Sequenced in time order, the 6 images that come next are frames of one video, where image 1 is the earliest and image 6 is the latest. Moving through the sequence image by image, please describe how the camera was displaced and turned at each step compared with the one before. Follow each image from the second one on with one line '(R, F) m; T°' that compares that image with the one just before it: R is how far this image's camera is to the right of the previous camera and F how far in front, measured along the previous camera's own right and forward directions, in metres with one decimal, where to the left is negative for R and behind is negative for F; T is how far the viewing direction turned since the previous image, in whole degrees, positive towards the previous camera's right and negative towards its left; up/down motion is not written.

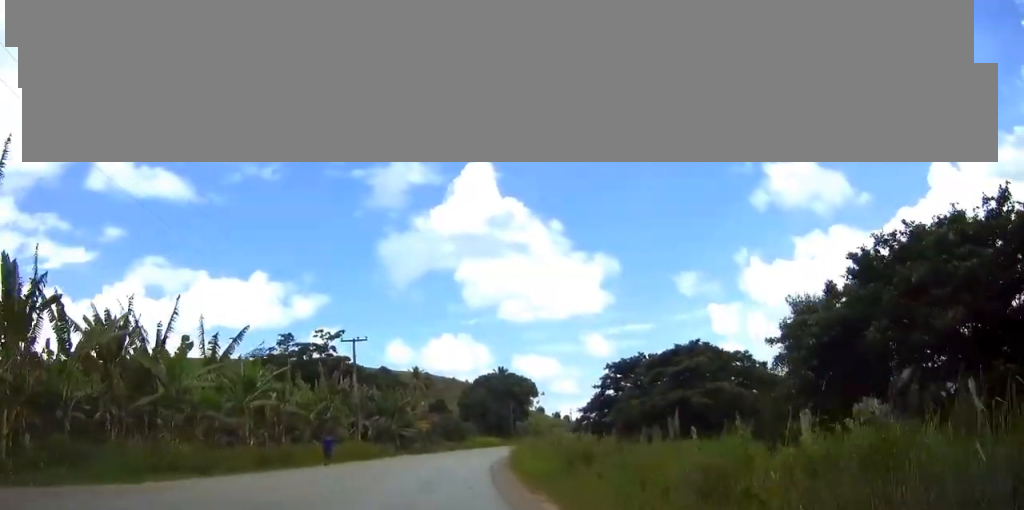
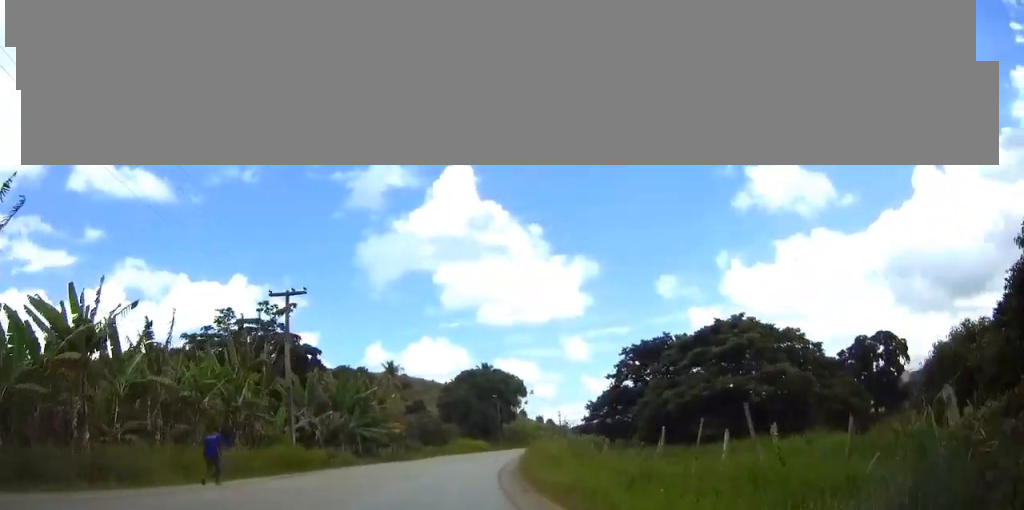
(+0.4, +15.7) m; +2°
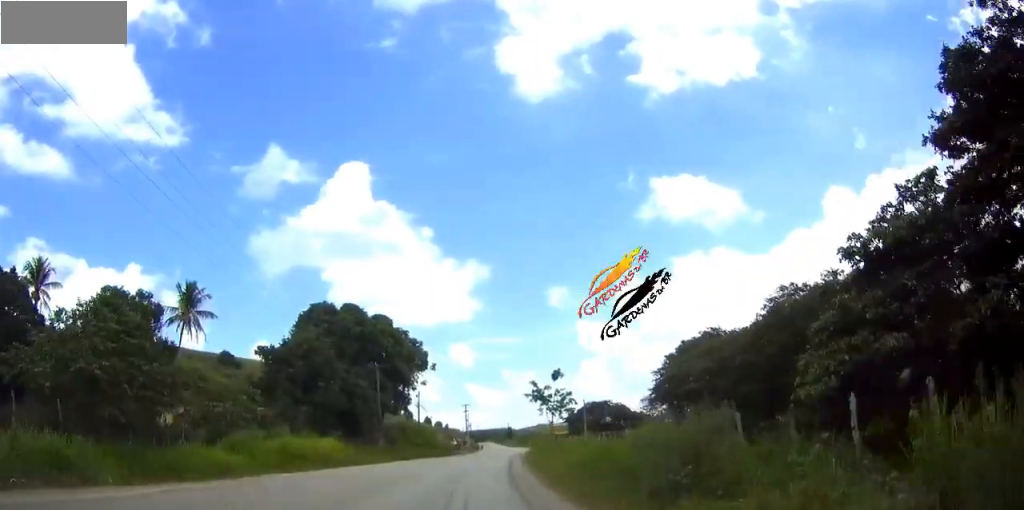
(+4.5, +56.8) m; +9°
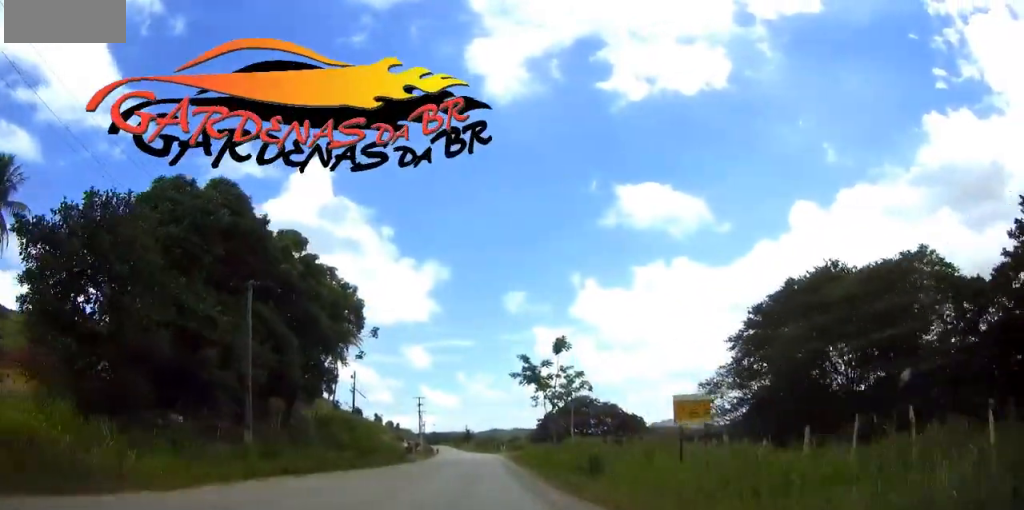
(+1.0, +29.1) m; +4°
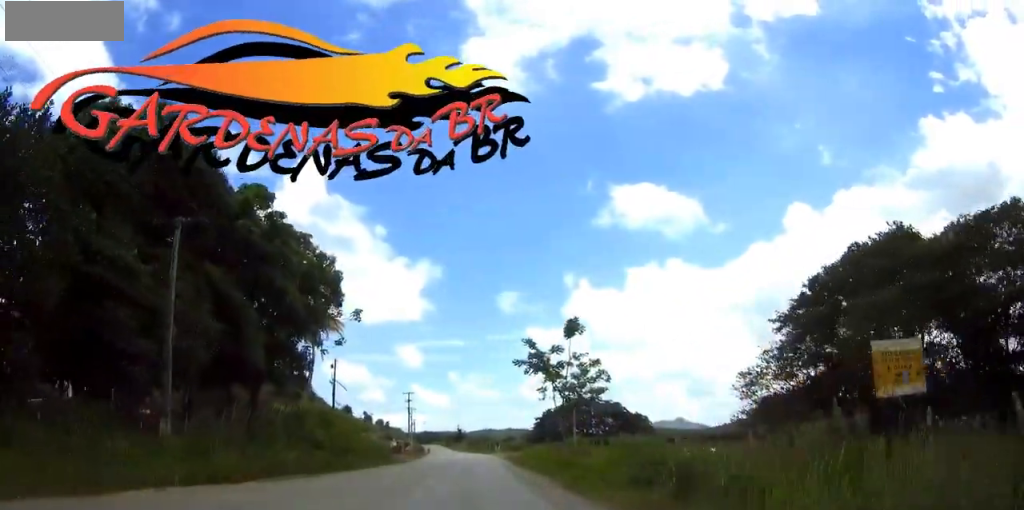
(0.0, +8.2) m; +1°
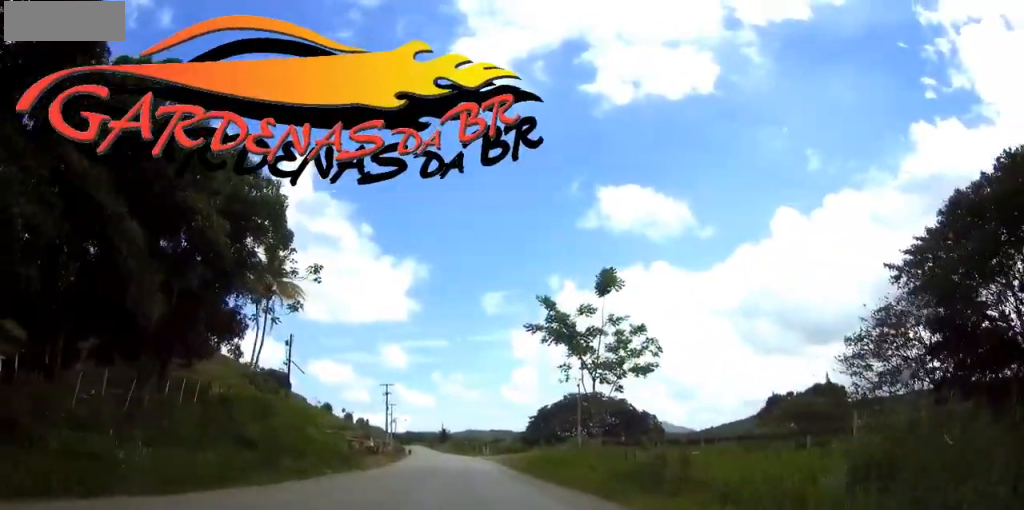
(+0.3, +13.4) m; +2°
